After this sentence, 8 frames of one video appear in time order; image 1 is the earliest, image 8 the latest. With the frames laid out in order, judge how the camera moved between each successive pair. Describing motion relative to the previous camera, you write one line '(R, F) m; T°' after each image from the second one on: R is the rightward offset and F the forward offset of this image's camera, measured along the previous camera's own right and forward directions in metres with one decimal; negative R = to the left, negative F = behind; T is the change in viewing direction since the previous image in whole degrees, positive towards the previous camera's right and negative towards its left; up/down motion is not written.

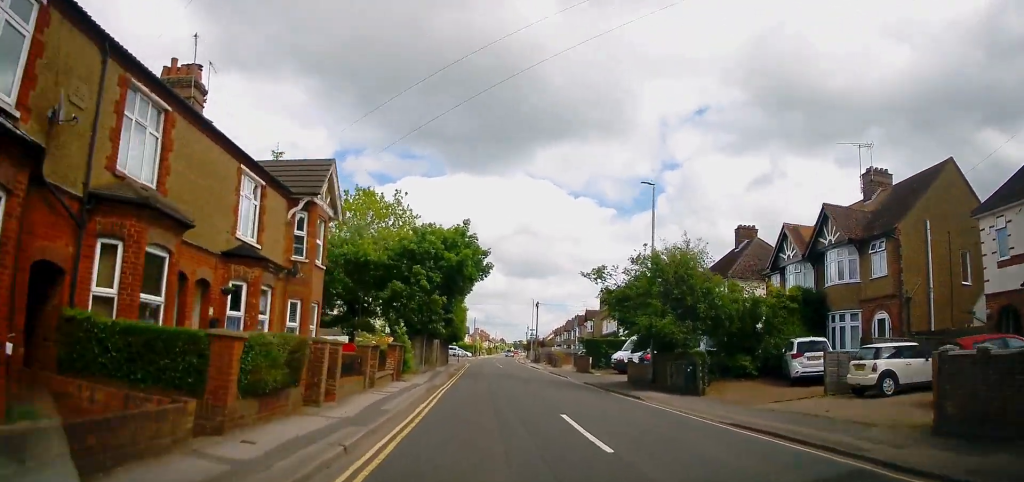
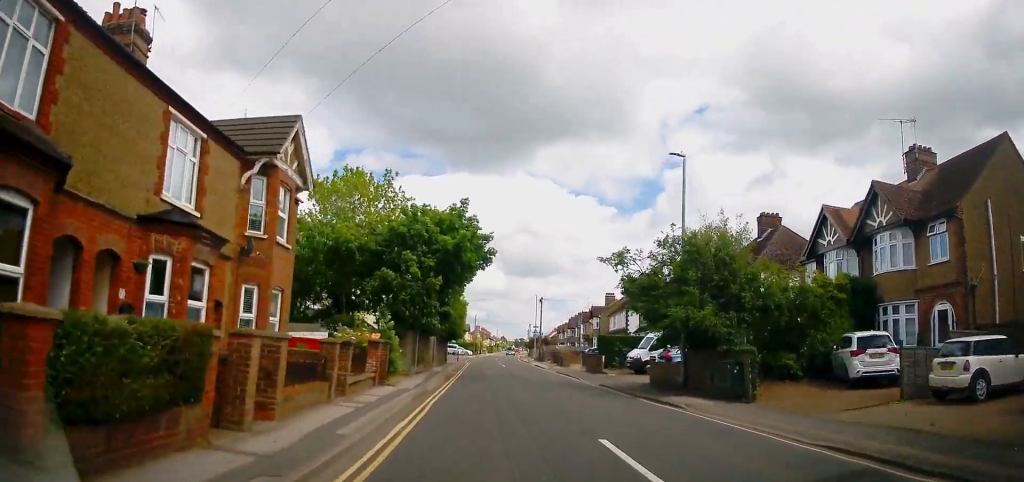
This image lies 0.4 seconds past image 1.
(-0.1, +3.6) m; +1°
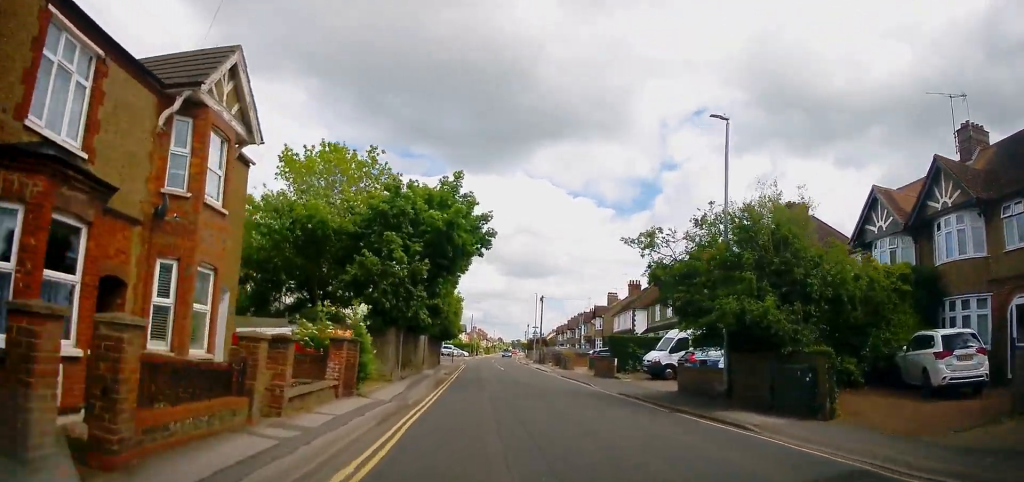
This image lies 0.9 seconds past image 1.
(+0.2, +4.1) m; 0°
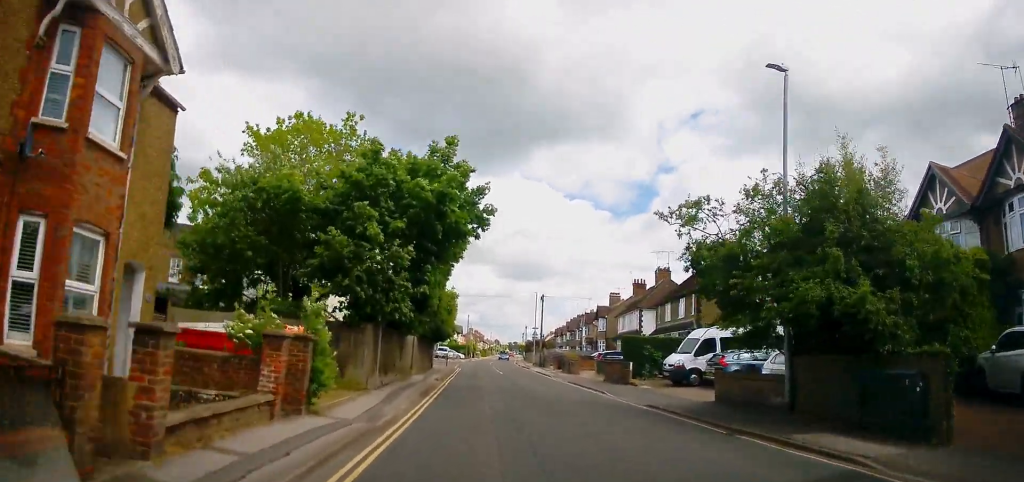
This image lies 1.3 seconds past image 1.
(+0.2, +3.8) m; 0°
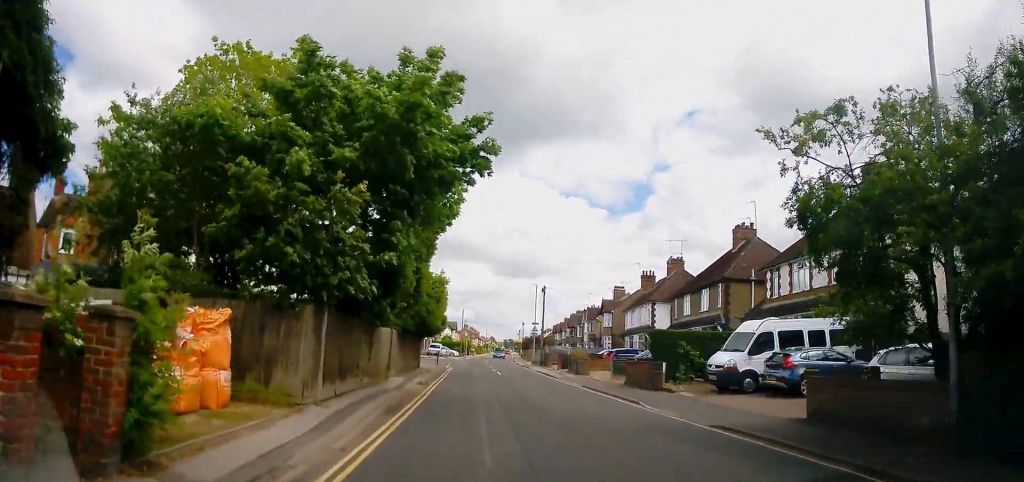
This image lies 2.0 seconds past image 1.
(-0.3, +5.7) m; -2°
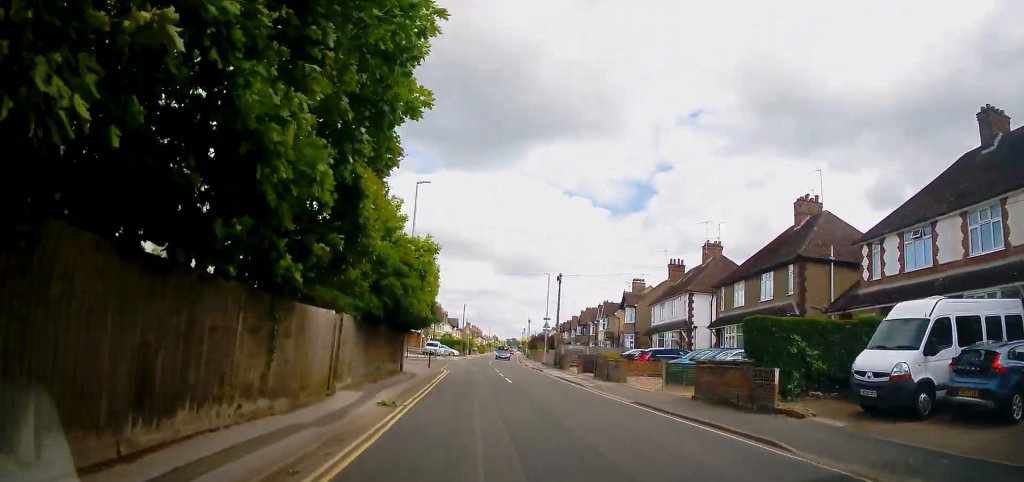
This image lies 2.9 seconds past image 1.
(-0.2, +8.6) m; -1°
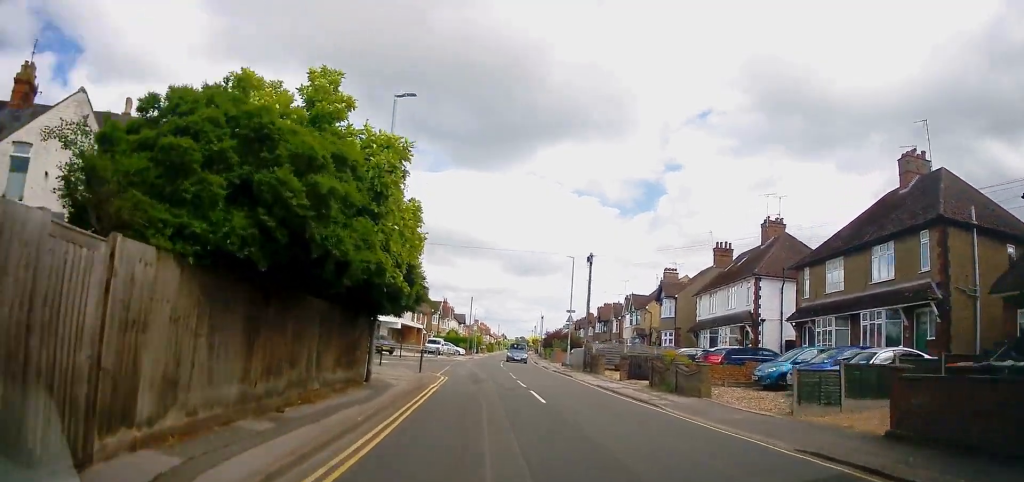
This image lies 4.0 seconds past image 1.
(0.0, +9.7) m; +2°
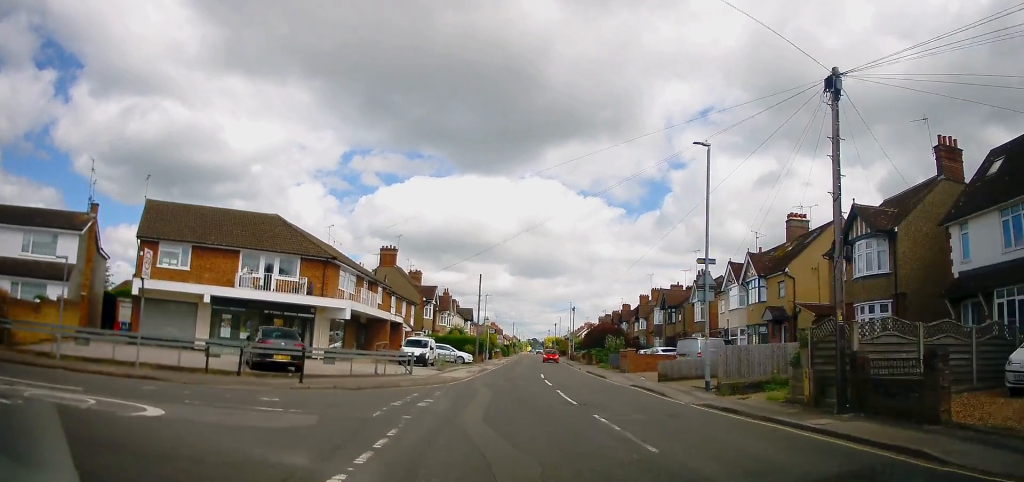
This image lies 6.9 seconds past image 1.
(0.0, +25.8) m; -1°
